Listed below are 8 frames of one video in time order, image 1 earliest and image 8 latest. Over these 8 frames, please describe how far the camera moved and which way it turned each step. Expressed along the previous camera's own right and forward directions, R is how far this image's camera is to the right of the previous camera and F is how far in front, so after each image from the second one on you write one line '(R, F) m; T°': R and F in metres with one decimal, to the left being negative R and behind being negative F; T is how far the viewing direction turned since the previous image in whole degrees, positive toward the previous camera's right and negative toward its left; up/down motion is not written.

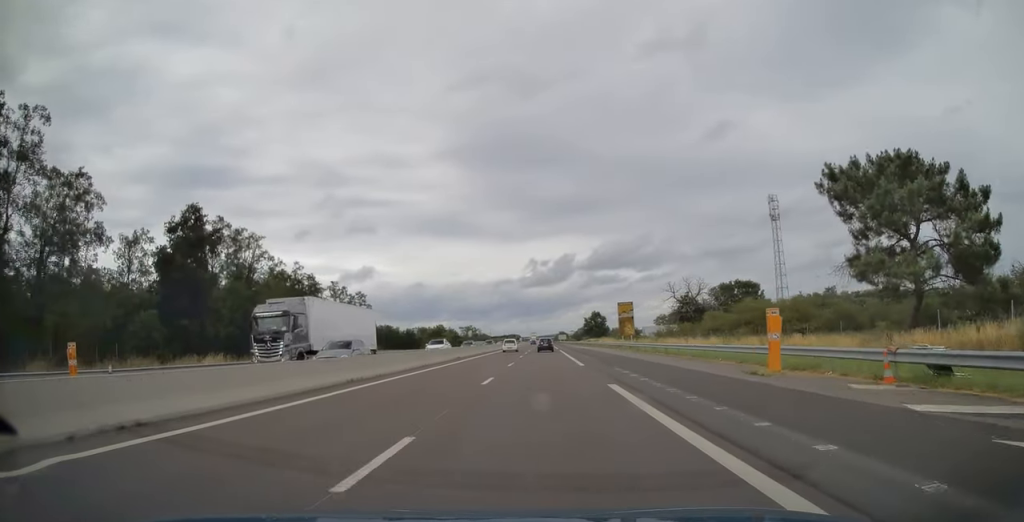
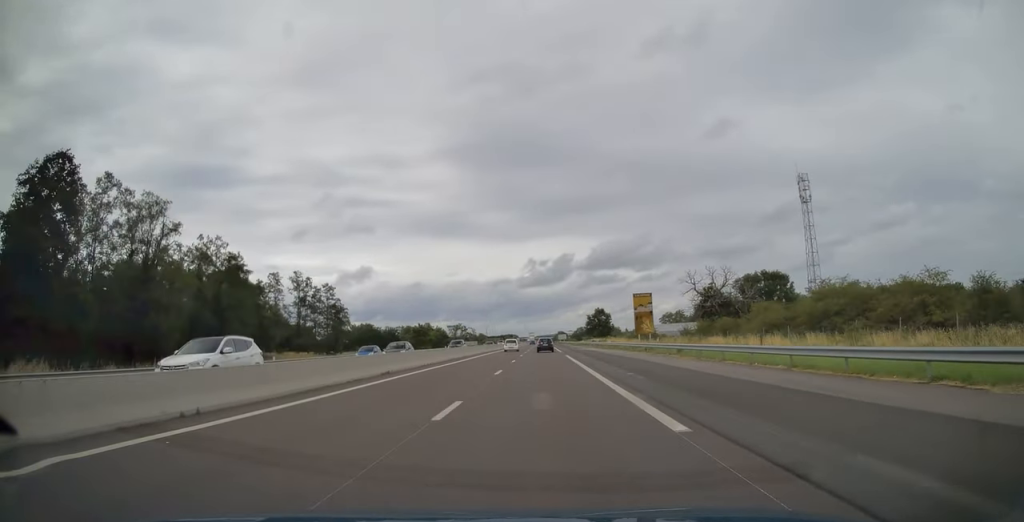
(0.0, +21.1) m; 0°
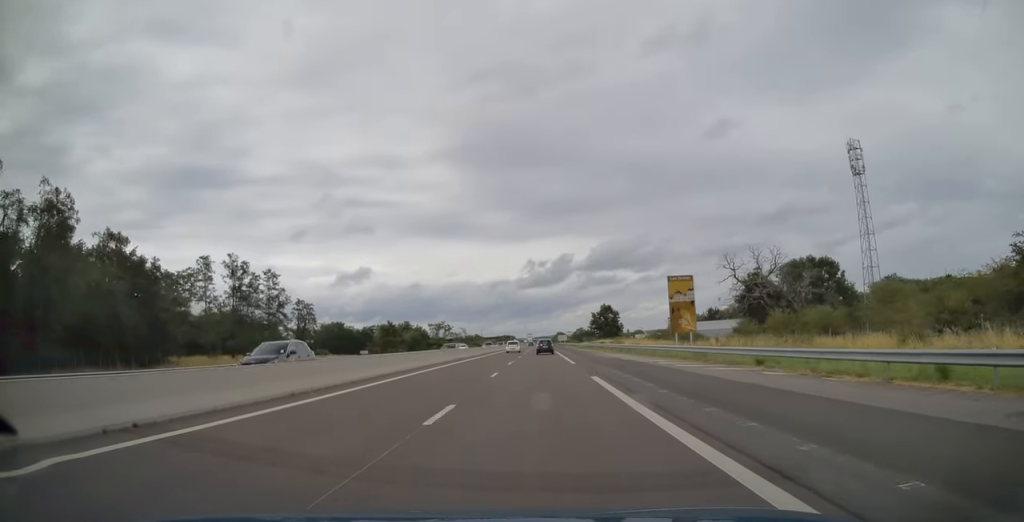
(0.0, +26.5) m; 0°
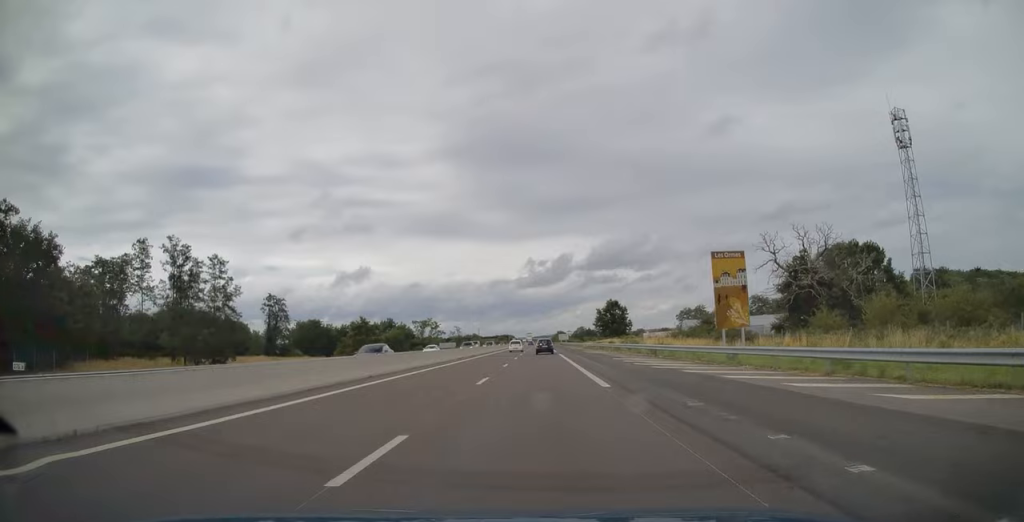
(0.0, +17.3) m; 0°
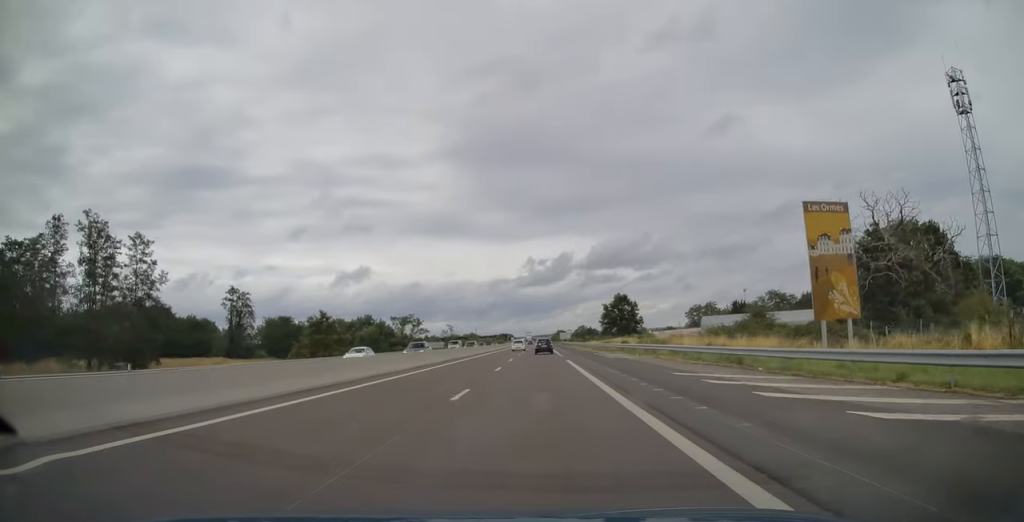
(0.0, +17.8) m; 0°
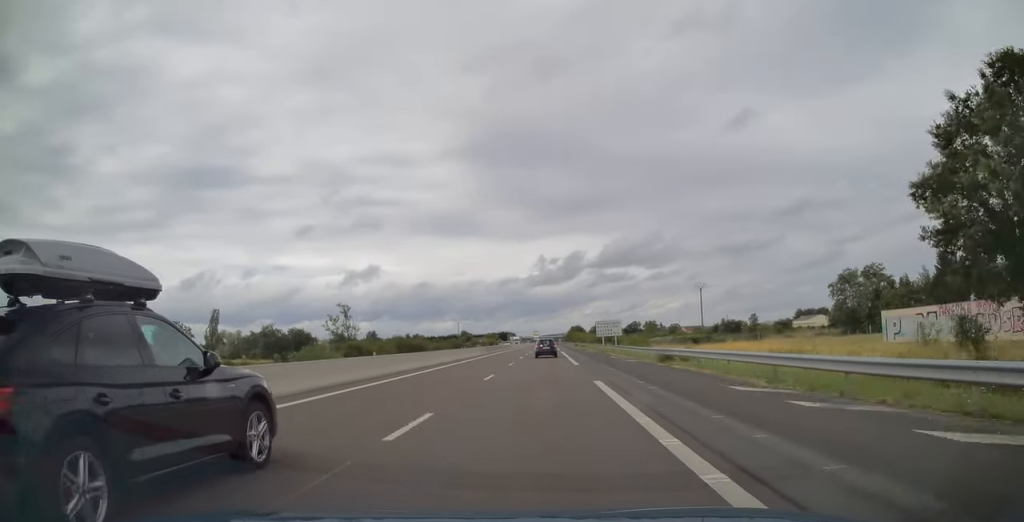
(+0.6, +123.1) m; 0°
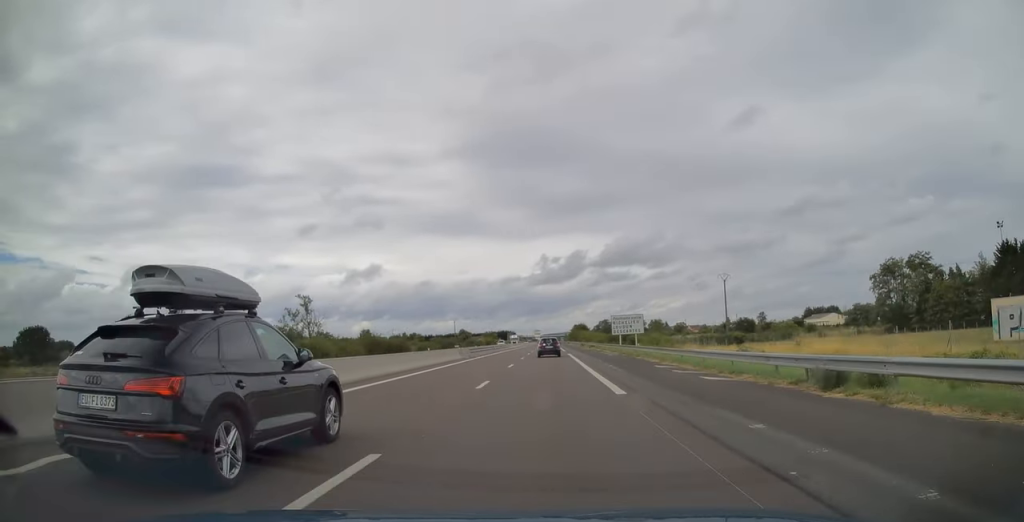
(0.0, +17.2) m; 0°
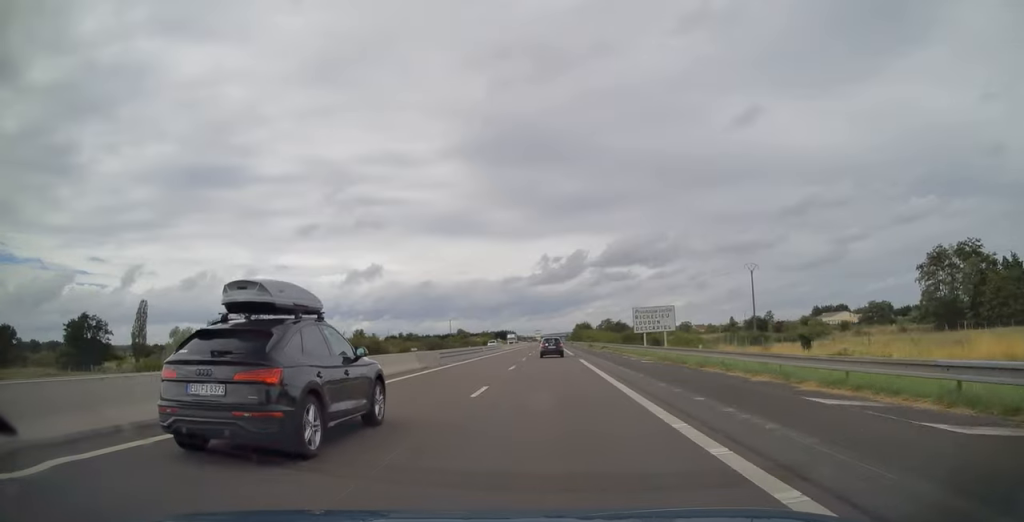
(0.0, +15.6) m; 0°
